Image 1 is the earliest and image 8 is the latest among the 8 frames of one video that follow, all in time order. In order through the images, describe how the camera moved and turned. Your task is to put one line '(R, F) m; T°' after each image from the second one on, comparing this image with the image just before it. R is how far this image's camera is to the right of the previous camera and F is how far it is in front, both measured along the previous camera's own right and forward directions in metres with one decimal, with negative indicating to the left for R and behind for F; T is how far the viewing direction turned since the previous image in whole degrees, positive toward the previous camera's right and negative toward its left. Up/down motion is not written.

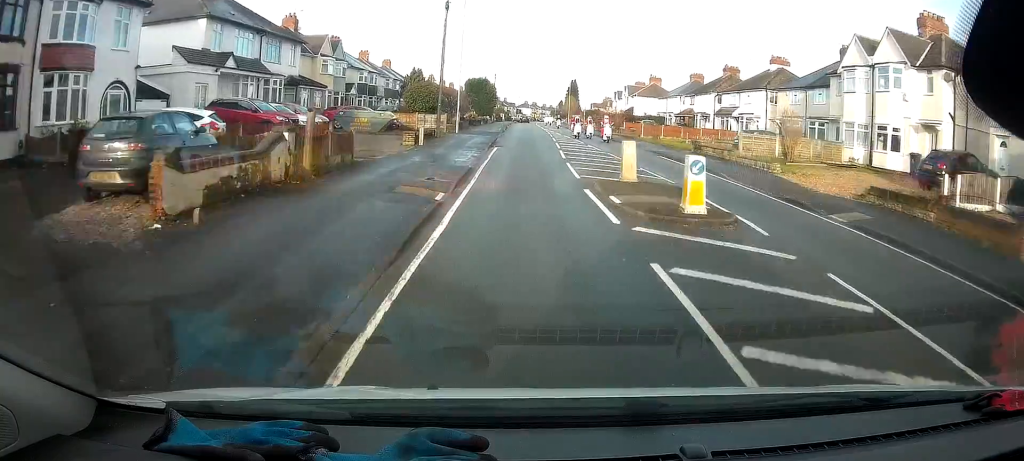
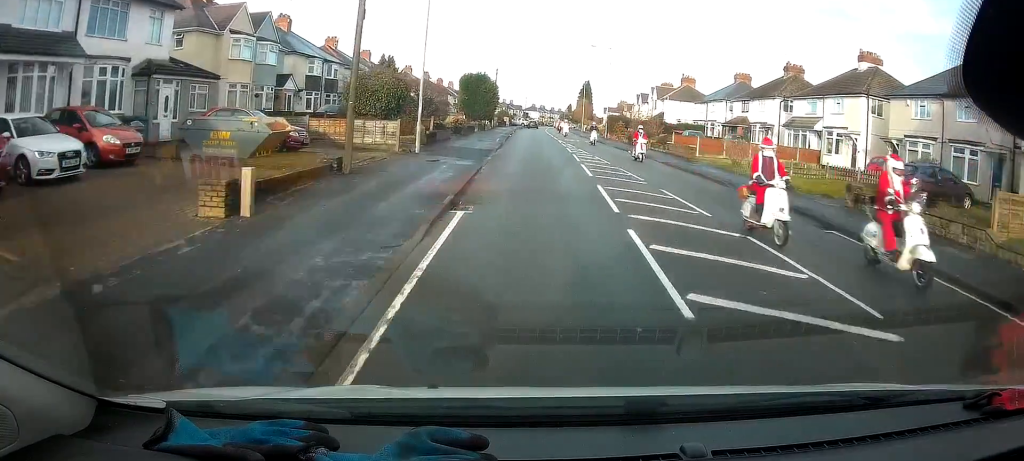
(-0.3, +15.5) m; 0°
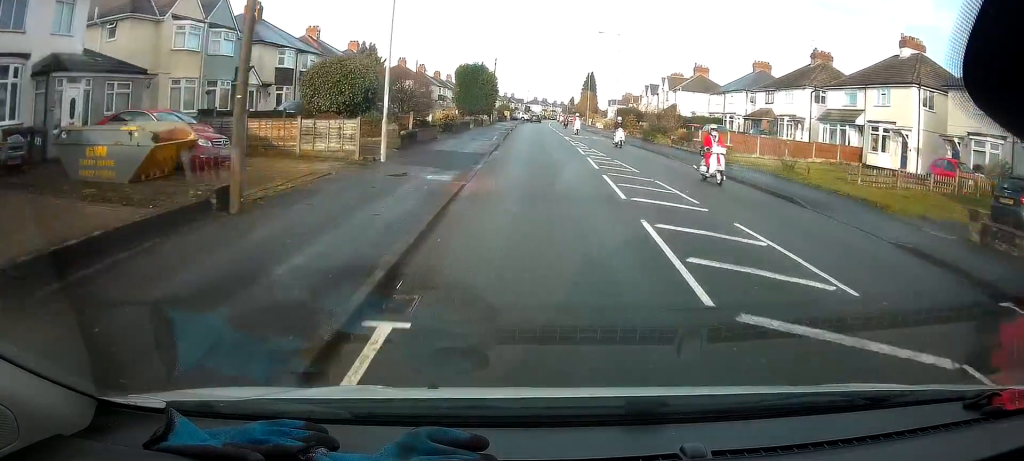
(-0.1, +5.5) m; 0°
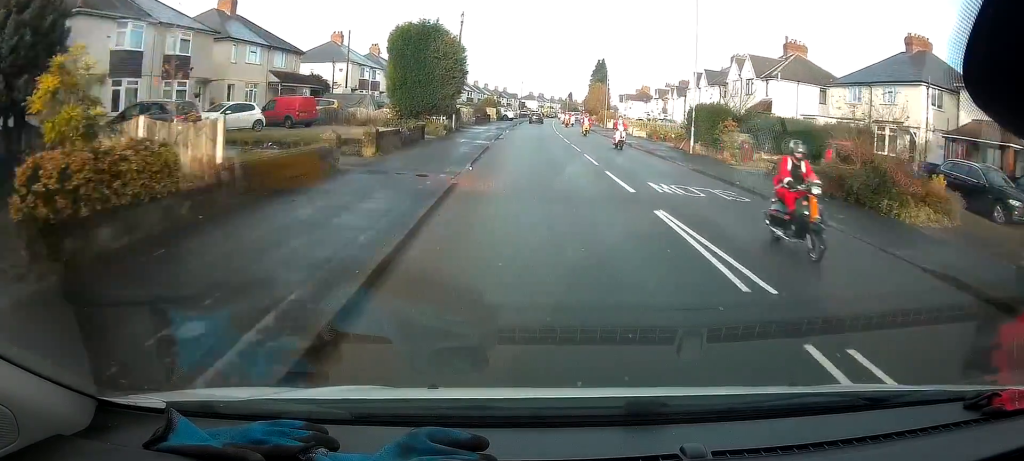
(+0.4, +29.0) m; 0°
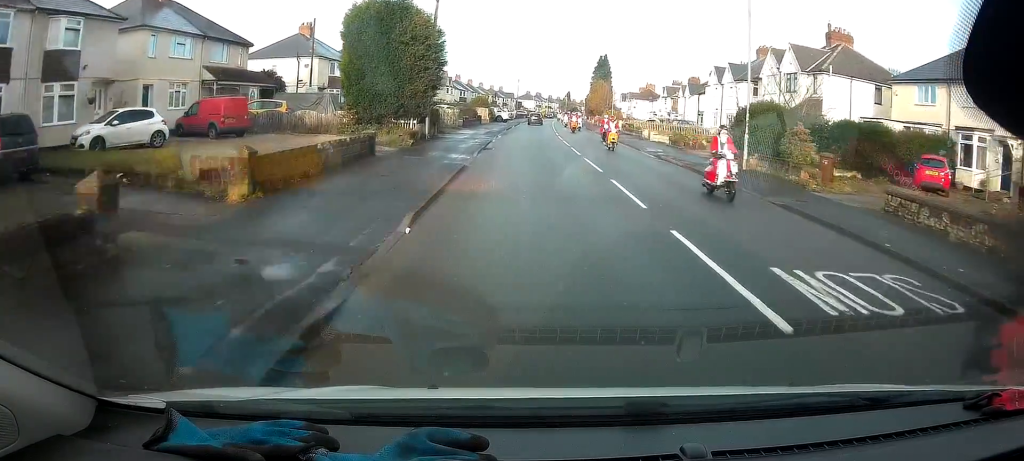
(0.0, +8.1) m; 0°
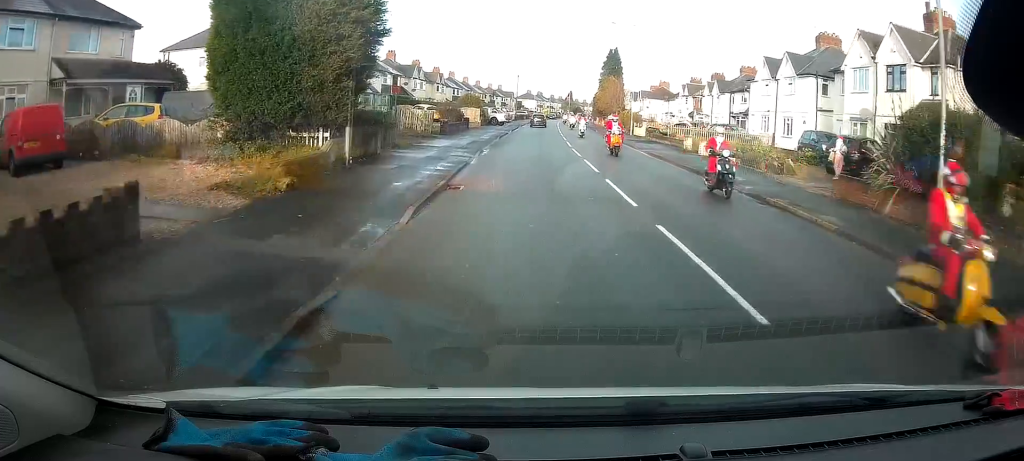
(0.0, +11.9) m; 0°
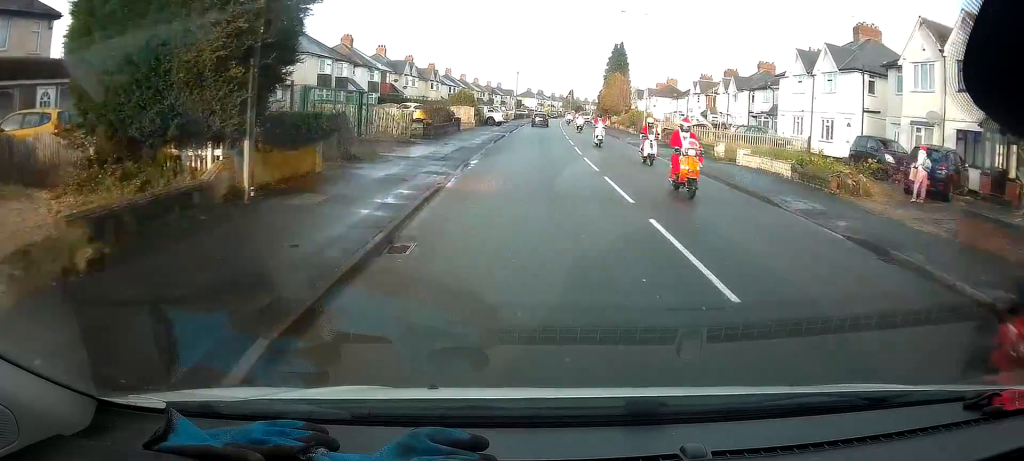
(0.0, +5.6) m; 0°
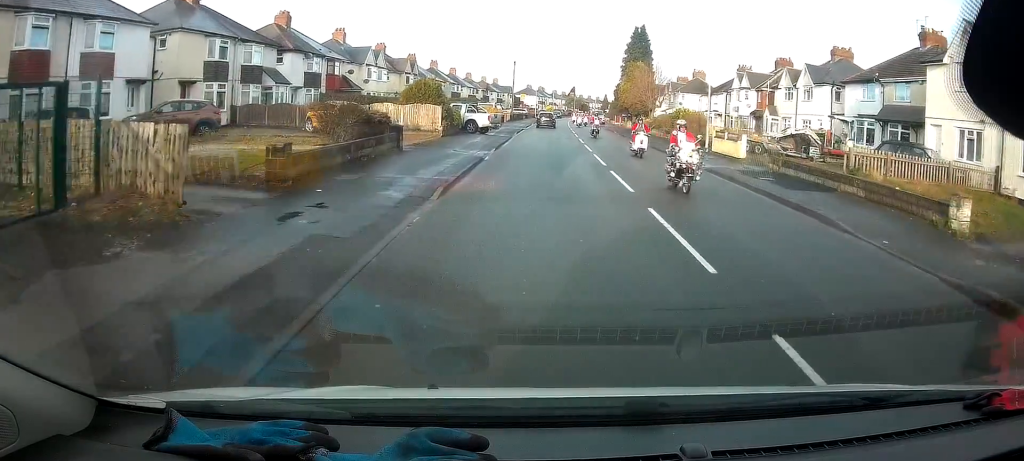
(0.0, +17.3) m; +1°
